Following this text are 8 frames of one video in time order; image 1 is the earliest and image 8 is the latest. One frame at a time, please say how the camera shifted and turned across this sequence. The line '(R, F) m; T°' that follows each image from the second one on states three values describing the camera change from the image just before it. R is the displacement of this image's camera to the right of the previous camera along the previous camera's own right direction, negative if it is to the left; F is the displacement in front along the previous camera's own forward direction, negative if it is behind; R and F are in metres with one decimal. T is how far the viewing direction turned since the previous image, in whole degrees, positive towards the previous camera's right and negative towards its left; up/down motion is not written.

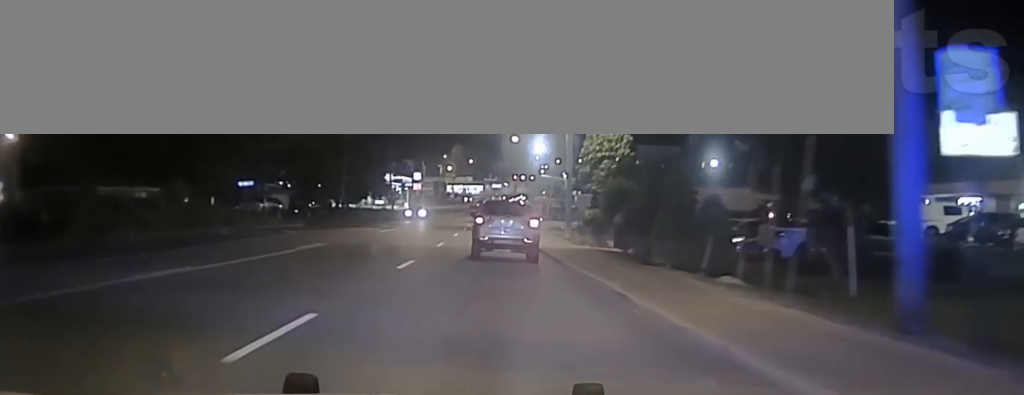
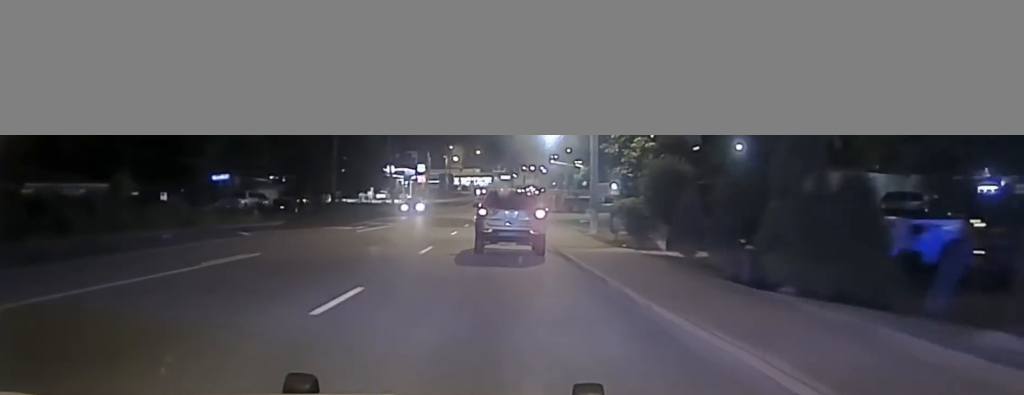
(-0.1, +9.1) m; 0°
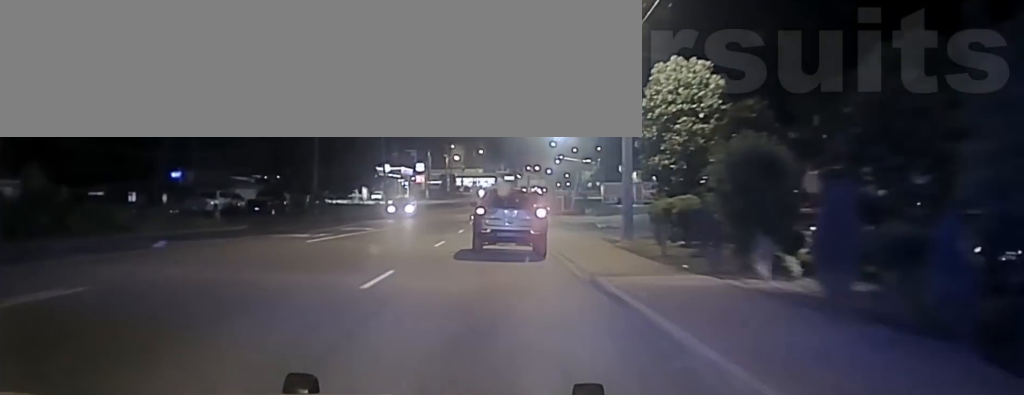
(0.0, +9.7) m; 0°
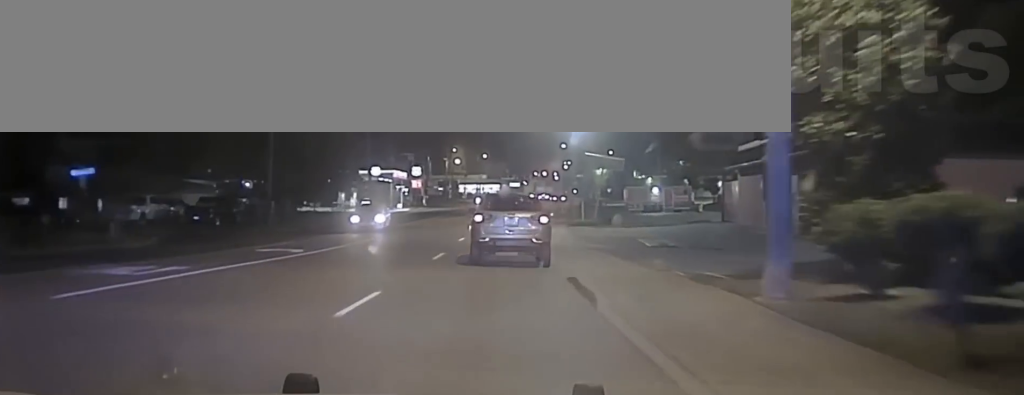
(0.0, +17.6) m; 0°
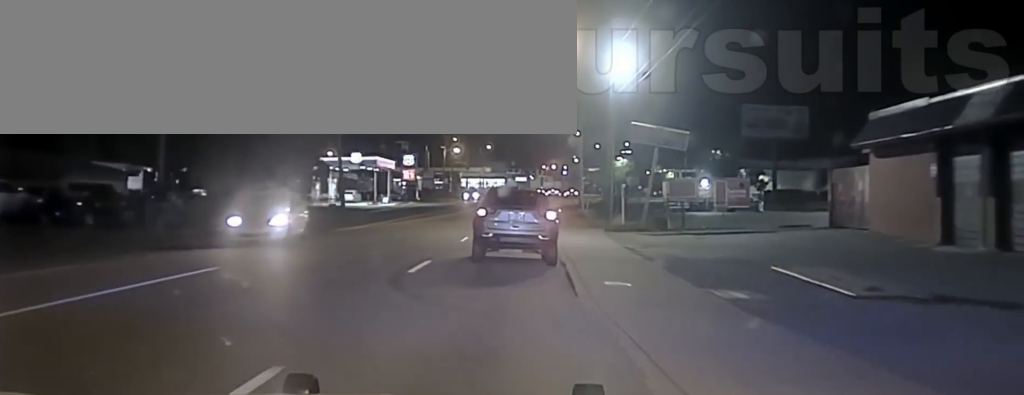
(-0.2, +19.1) m; -1°
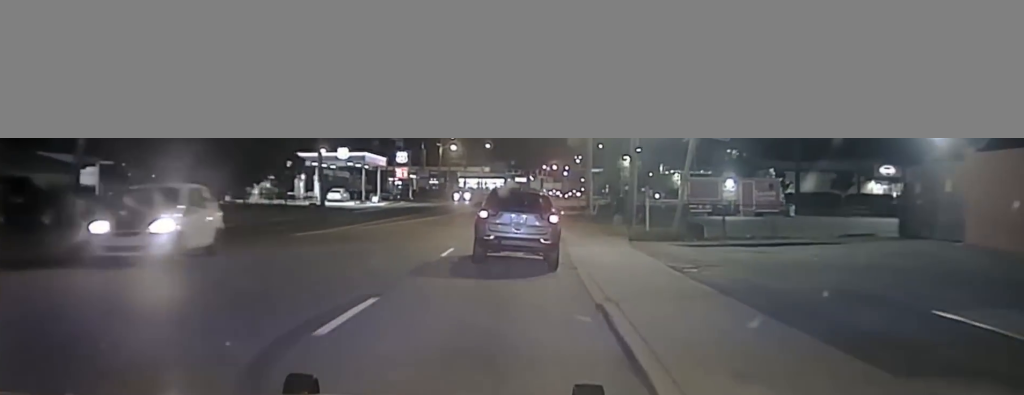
(-0.1, +7.8) m; -1°
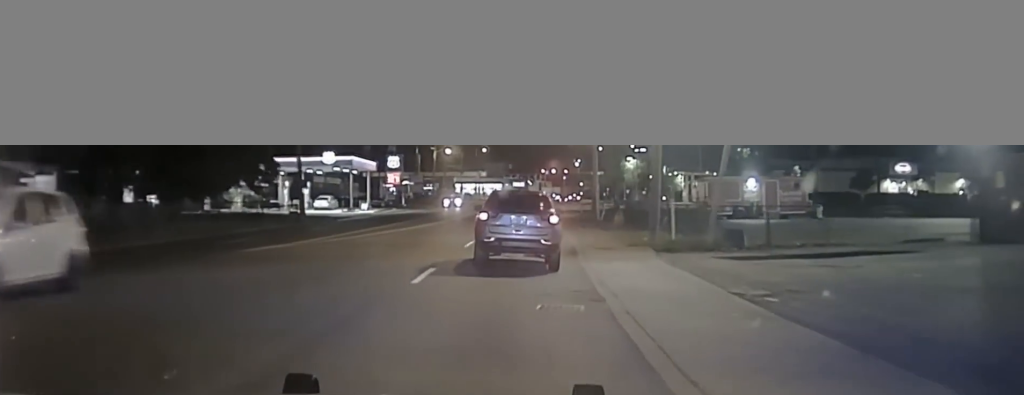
(0.0, +5.0) m; +1°
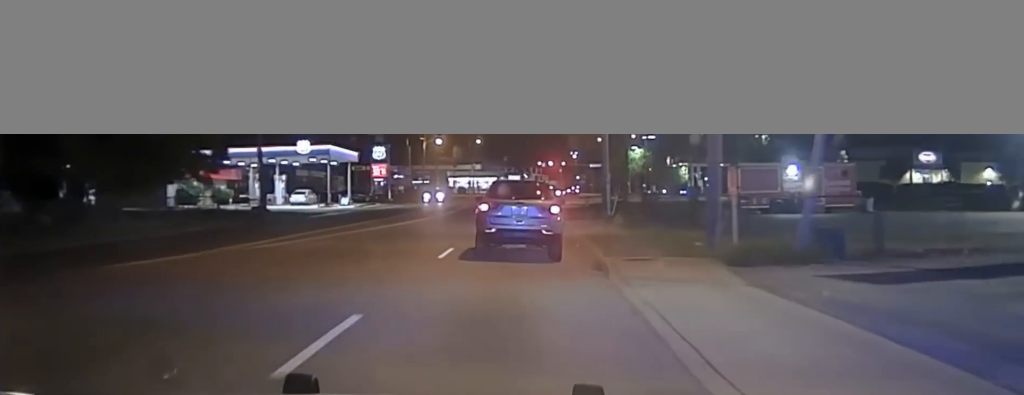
(0.0, +7.3) m; +1°
